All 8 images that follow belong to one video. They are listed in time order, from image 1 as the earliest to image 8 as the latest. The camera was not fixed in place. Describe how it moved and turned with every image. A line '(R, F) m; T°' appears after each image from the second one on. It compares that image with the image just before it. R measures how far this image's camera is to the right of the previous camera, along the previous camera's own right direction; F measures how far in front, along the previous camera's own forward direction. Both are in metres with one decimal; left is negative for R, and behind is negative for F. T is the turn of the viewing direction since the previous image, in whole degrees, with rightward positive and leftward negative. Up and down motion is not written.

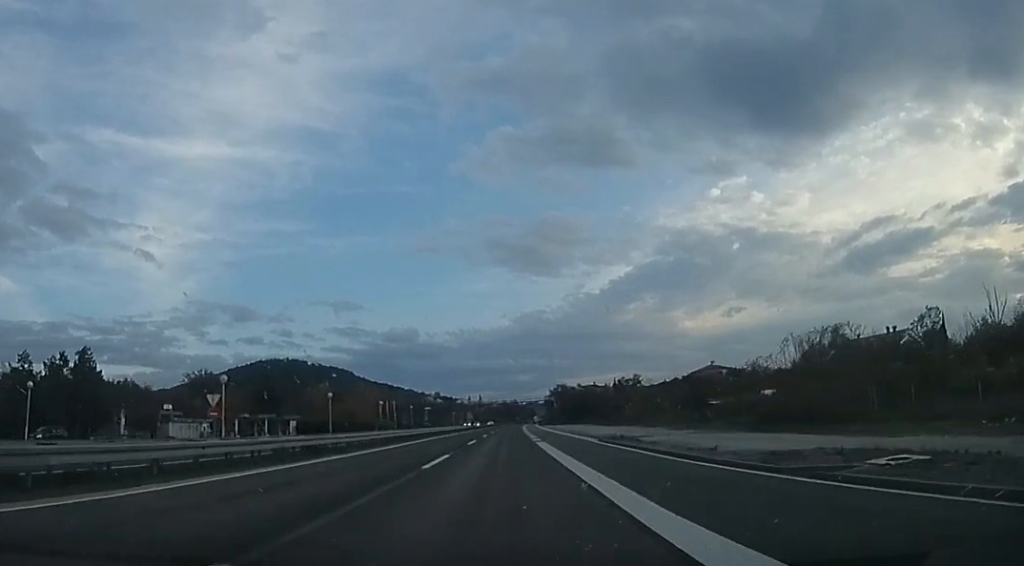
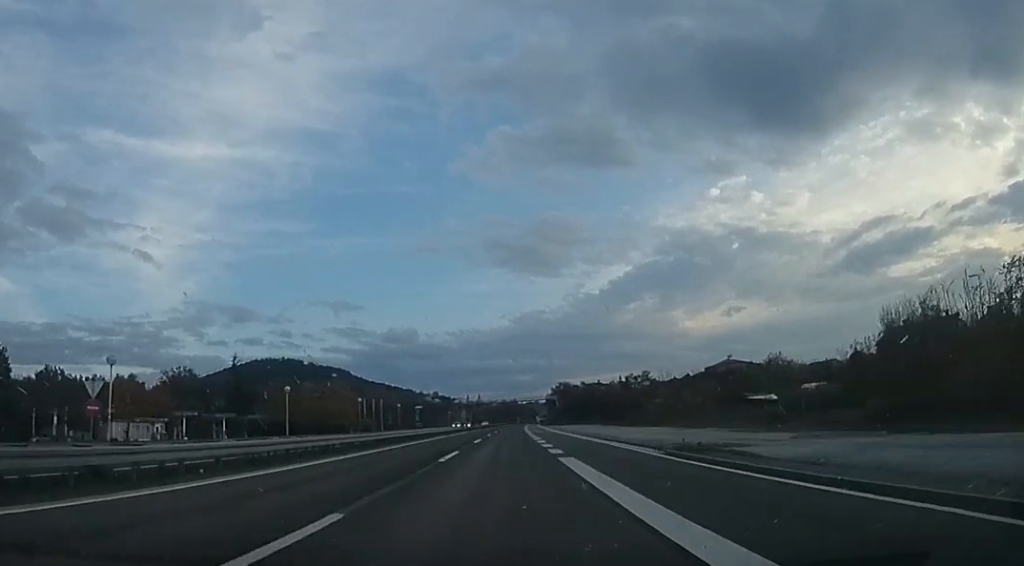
(+0.2, +14.8) m; +1°
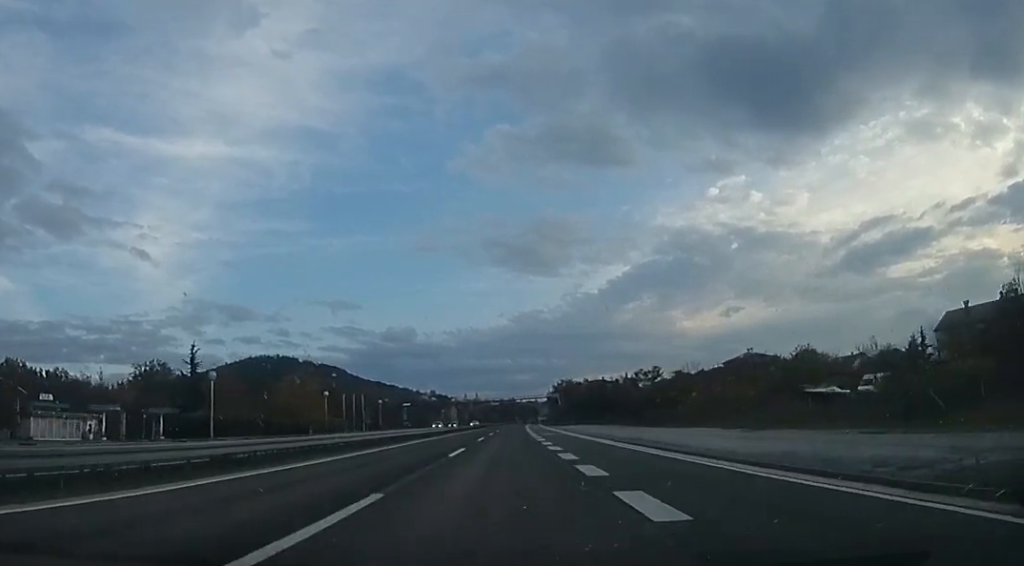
(+0.1, +15.8) m; 0°
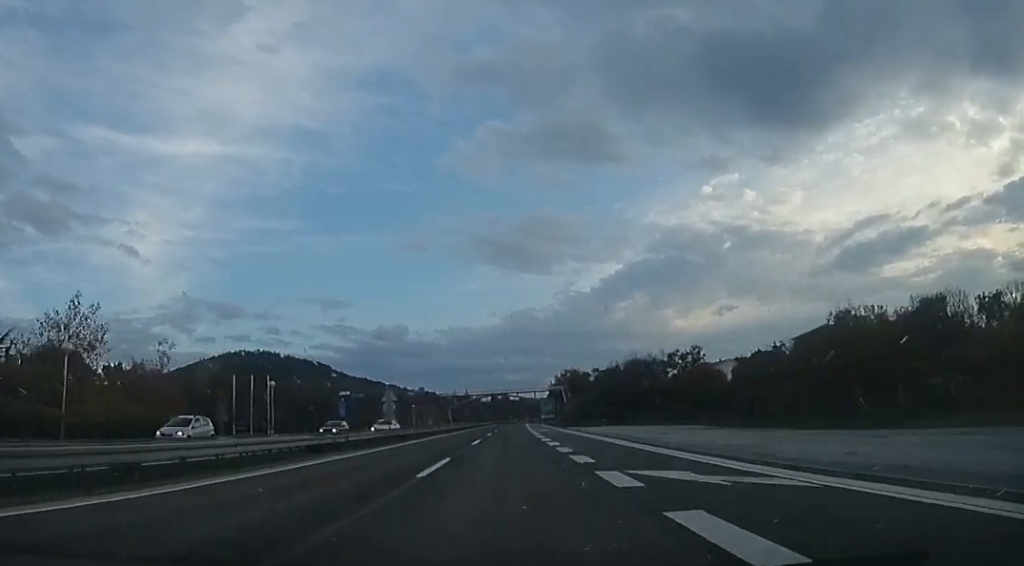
(0.0, +44.4) m; 0°
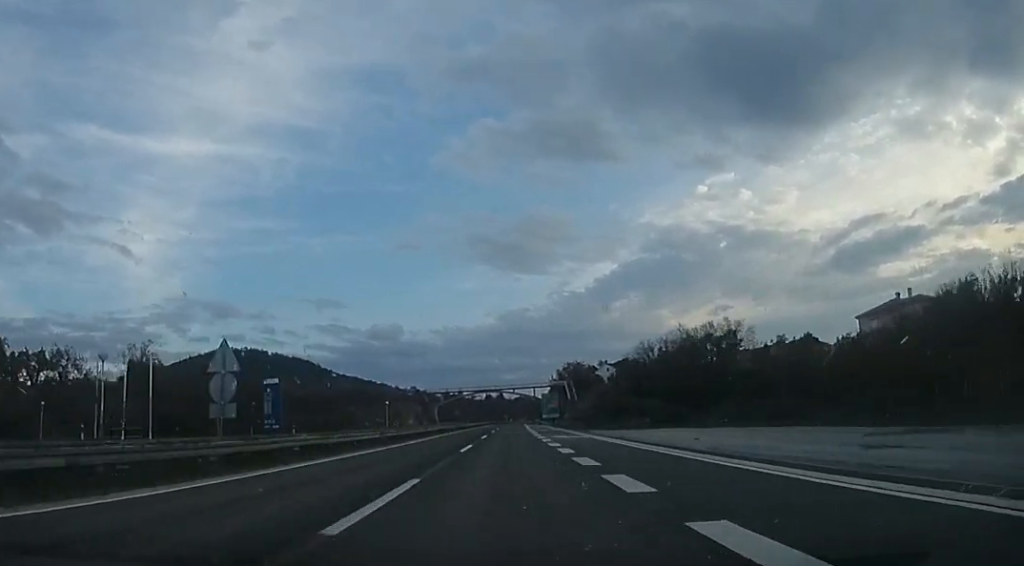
(0.0, +24.8) m; 0°
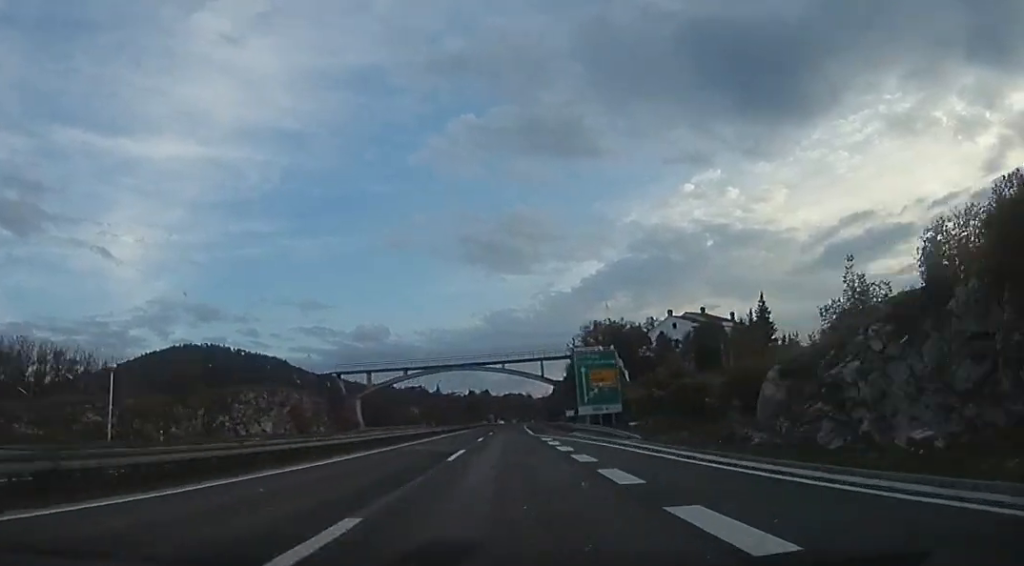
(0.0, +76.8) m; 0°
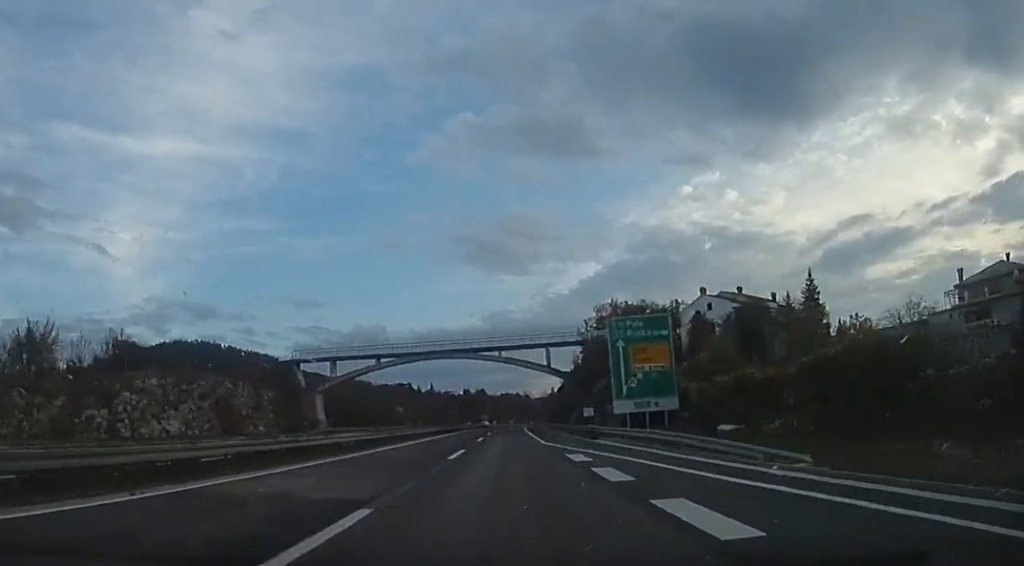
(0.0, +17.2) m; 0°
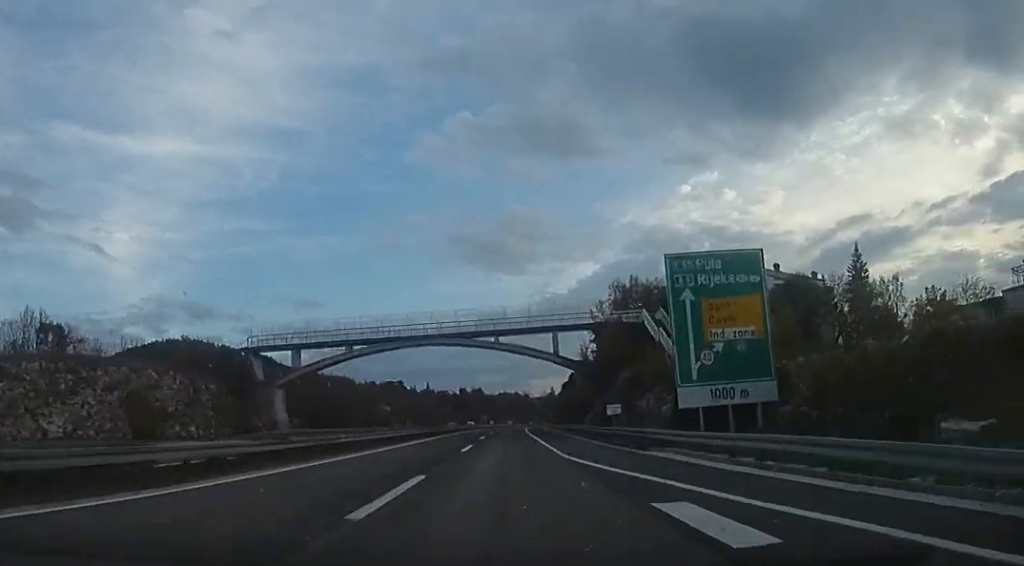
(0.0, +12.4) m; +1°
